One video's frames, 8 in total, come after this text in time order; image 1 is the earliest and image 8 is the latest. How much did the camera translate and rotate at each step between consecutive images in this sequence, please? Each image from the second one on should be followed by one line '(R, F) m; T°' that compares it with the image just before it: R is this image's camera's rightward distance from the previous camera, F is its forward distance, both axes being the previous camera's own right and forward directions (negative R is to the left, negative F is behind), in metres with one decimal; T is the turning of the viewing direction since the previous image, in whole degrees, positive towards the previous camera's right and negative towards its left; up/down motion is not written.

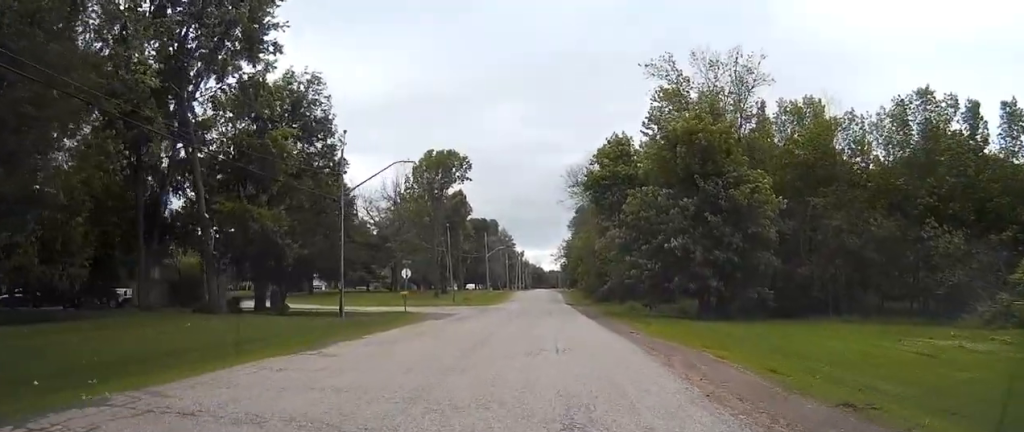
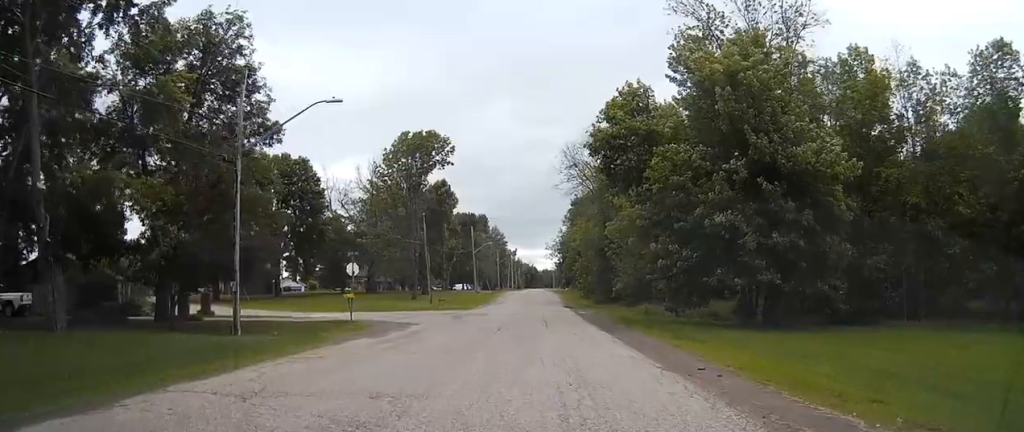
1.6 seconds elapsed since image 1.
(+0.1, +11.9) m; 0°
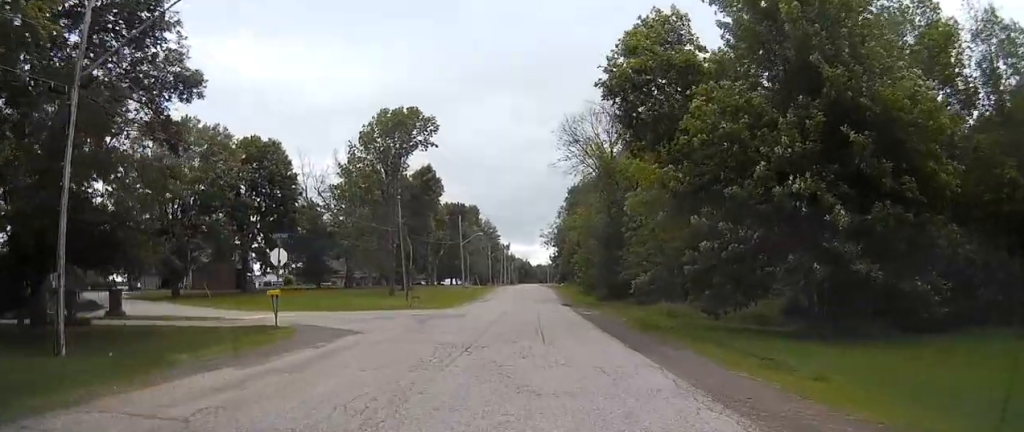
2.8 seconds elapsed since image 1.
(-0.1, +9.7) m; +1°
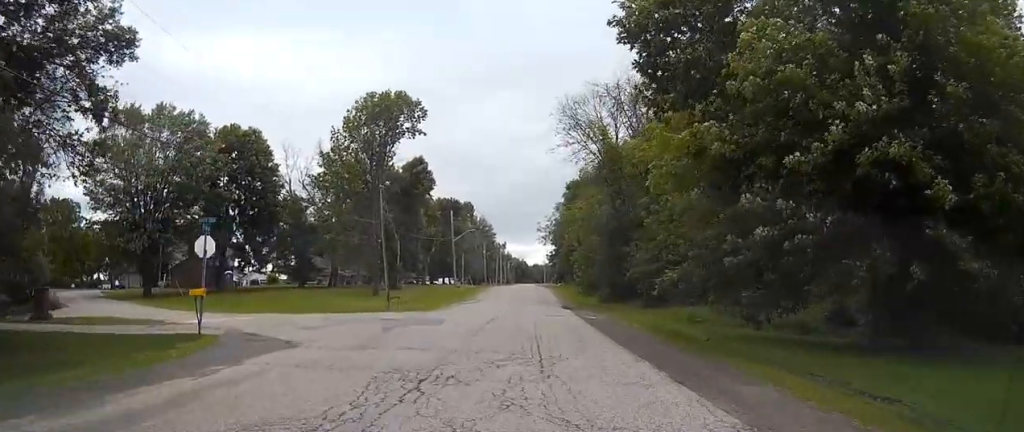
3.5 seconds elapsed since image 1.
(+0.1, +5.9) m; +2°
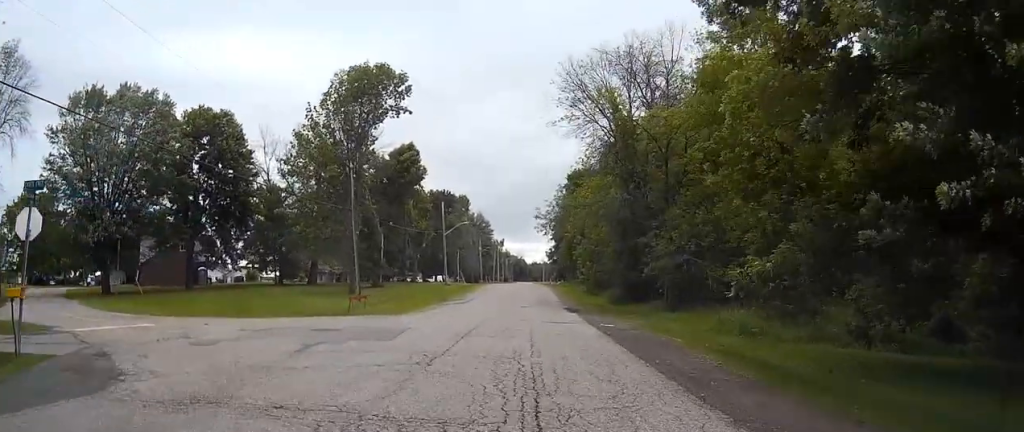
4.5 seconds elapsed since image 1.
(+0.1, +7.9) m; +1°
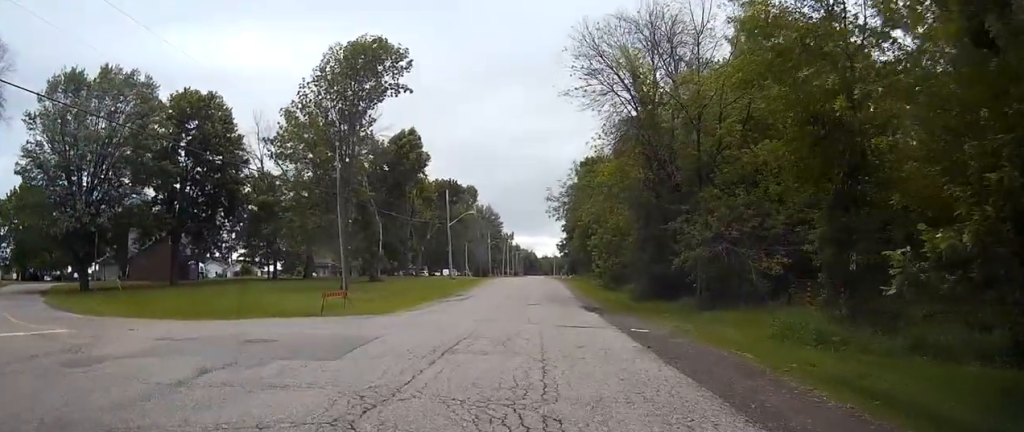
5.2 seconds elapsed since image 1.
(0.0, +5.3) m; -2°
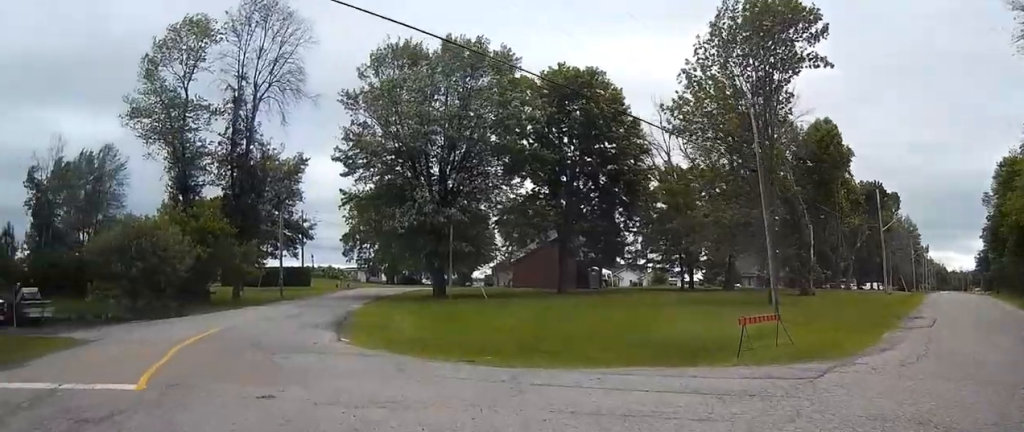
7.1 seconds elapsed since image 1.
(-2.1, +12.3) m; -31°
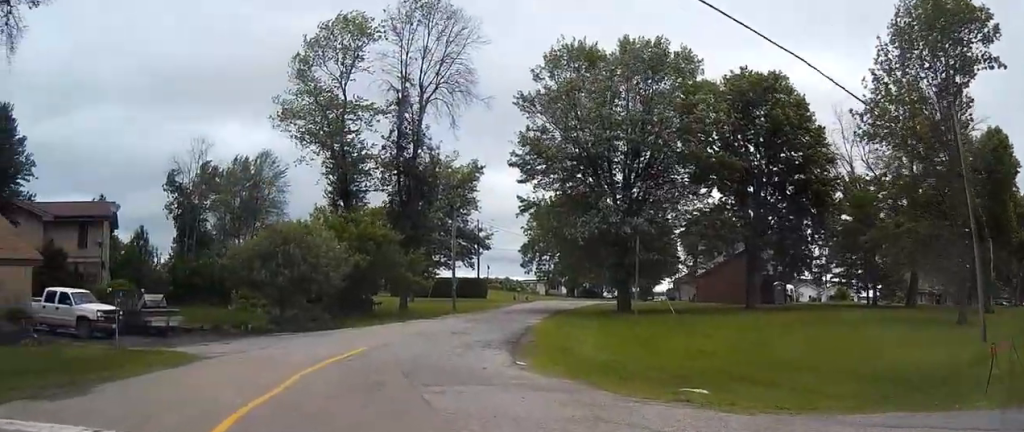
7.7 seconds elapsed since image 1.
(-0.4, +3.4) m; -13°
